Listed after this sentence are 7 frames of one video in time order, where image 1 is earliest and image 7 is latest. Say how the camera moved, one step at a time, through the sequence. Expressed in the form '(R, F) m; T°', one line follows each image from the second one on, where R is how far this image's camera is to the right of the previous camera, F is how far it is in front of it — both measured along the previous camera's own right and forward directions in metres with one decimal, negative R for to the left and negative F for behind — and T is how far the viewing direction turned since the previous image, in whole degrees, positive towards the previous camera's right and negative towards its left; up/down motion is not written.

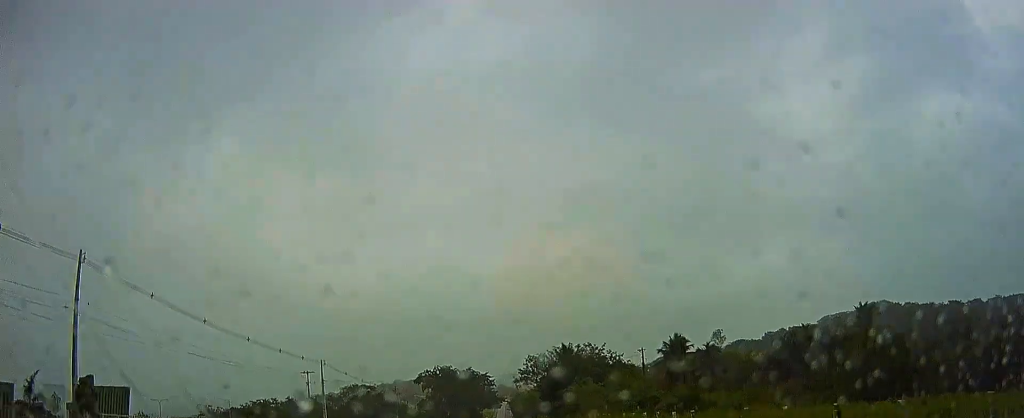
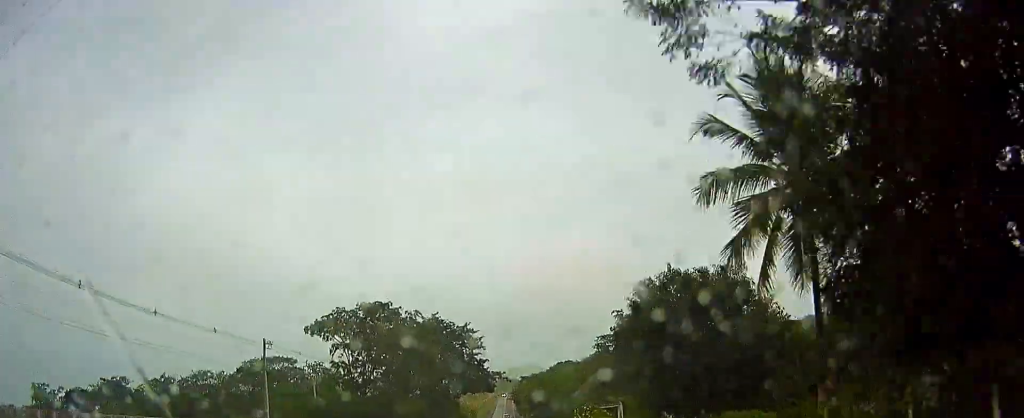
(+0.8, +60.0) m; +1°
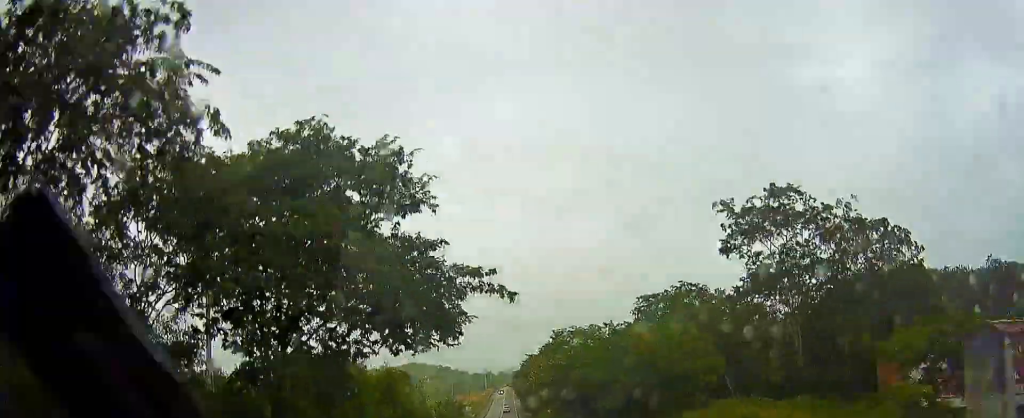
(-0.7, +44.1) m; -1°
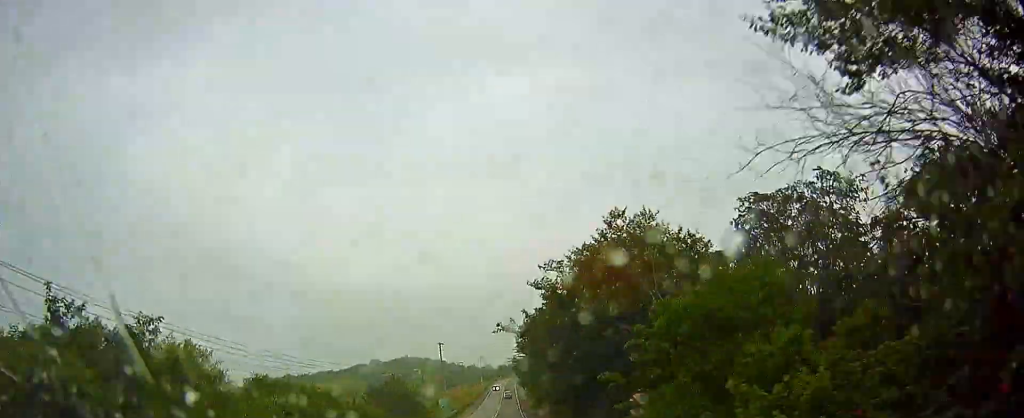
(-0.2, +46.6) m; 0°
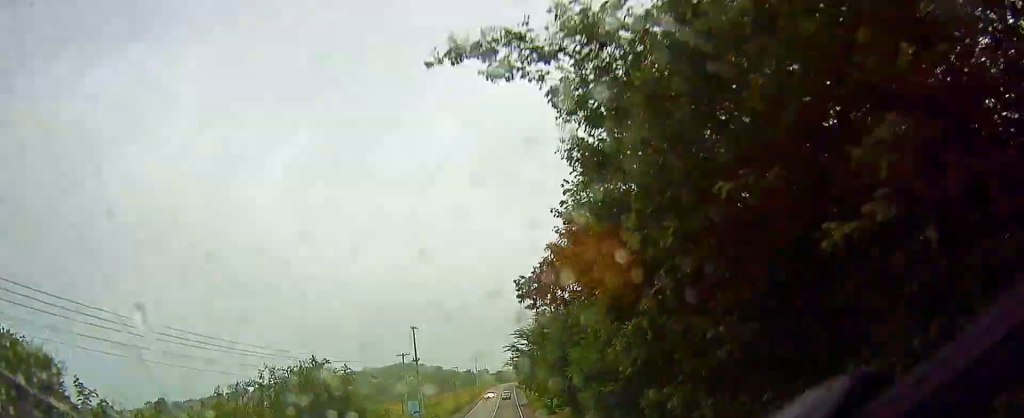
(0.0, +21.1) m; 0°
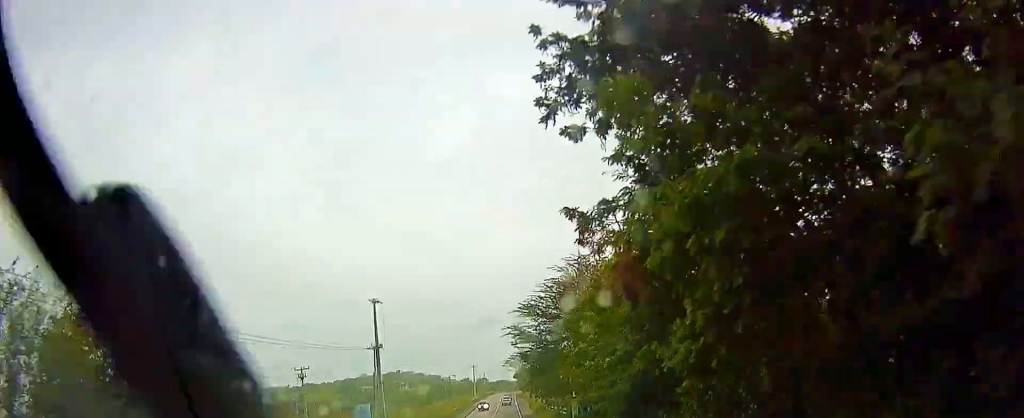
(0.0, +18.8) m; 0°
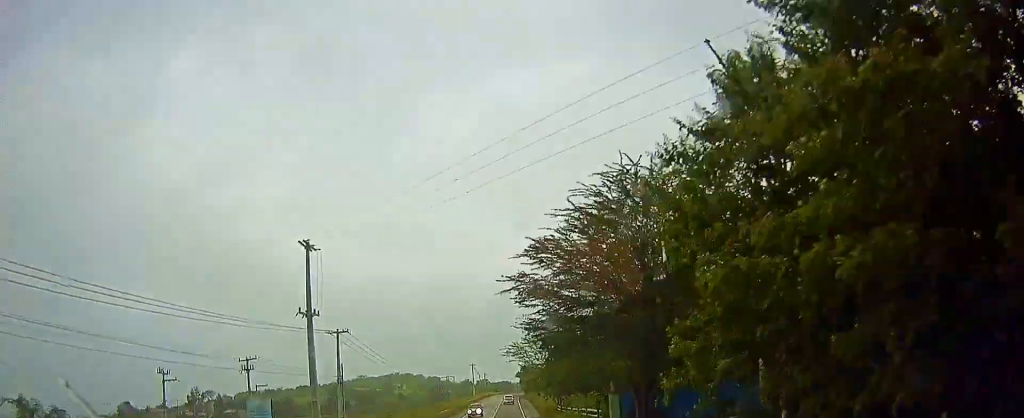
(0.0, +15.3) m; 0°
